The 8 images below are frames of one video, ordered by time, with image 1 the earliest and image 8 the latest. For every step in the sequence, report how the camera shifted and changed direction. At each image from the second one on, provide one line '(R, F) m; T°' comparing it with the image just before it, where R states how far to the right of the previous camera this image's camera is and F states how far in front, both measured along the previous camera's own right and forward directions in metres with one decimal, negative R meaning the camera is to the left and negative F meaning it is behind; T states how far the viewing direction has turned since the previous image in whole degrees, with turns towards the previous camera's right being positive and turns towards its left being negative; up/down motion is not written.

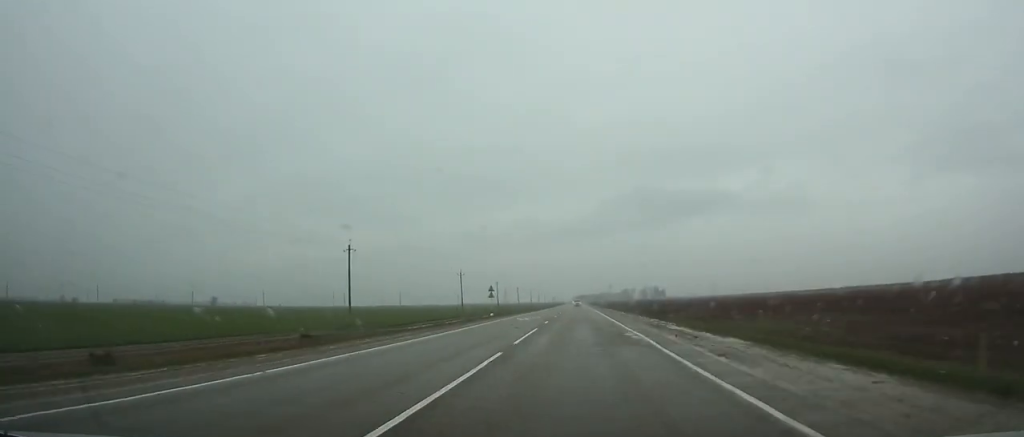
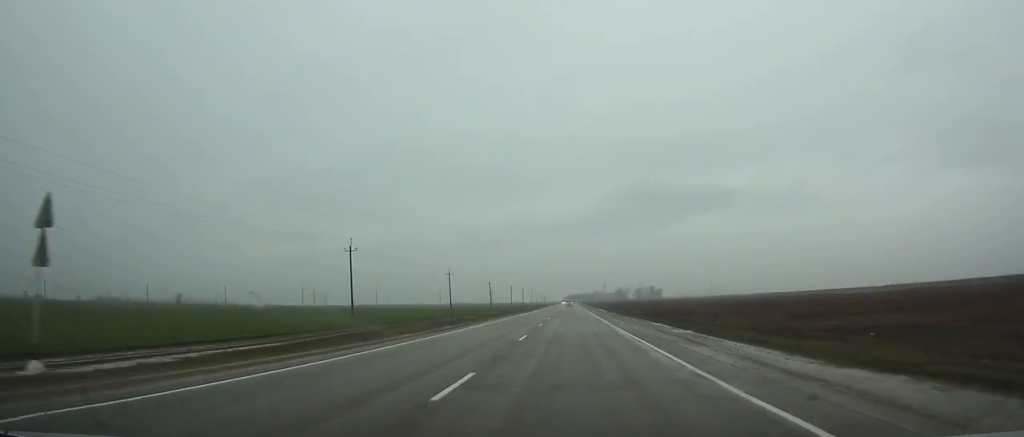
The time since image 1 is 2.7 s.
(0.0, +60.8) m; 0°
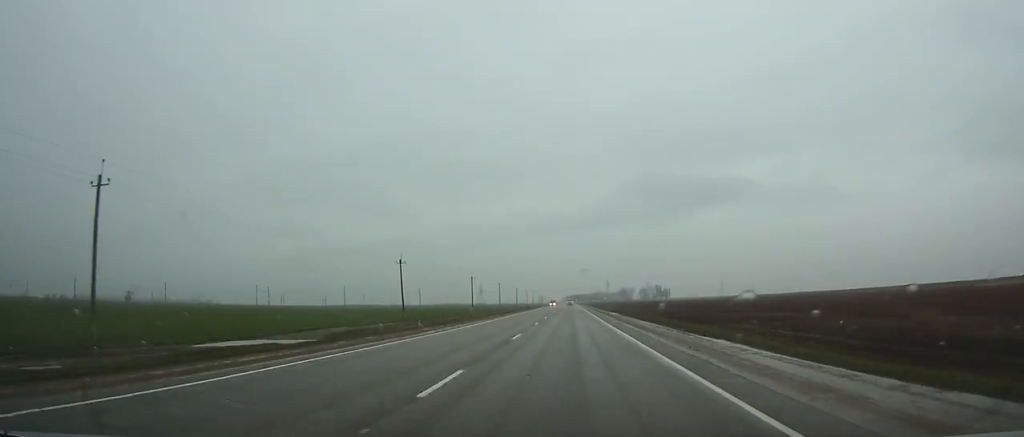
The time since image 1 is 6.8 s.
(+0.2, +95.6) m; 0°
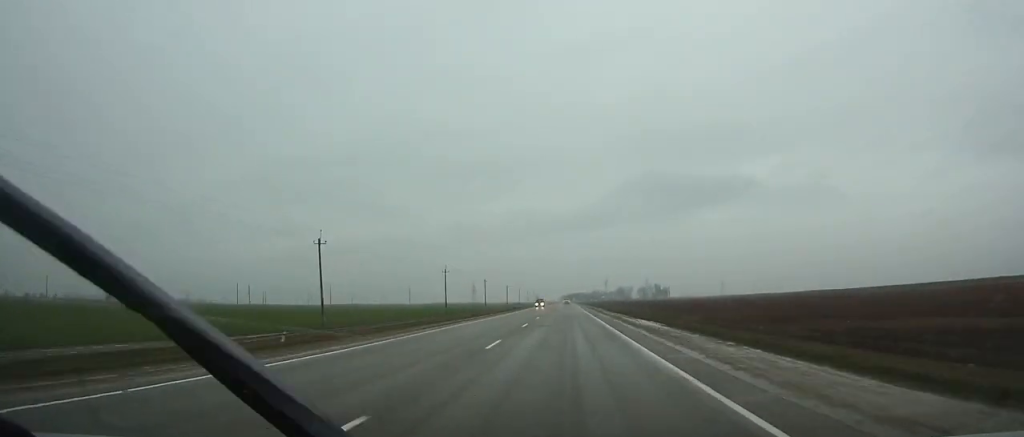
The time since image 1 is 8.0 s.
(+0.1, +28.5) m; 0°
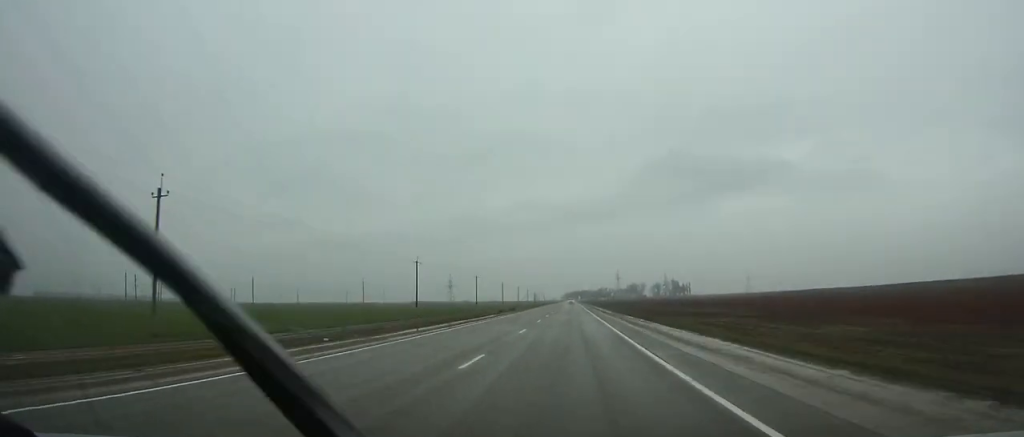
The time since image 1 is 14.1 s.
(-0.4, +148.1) m; 0°
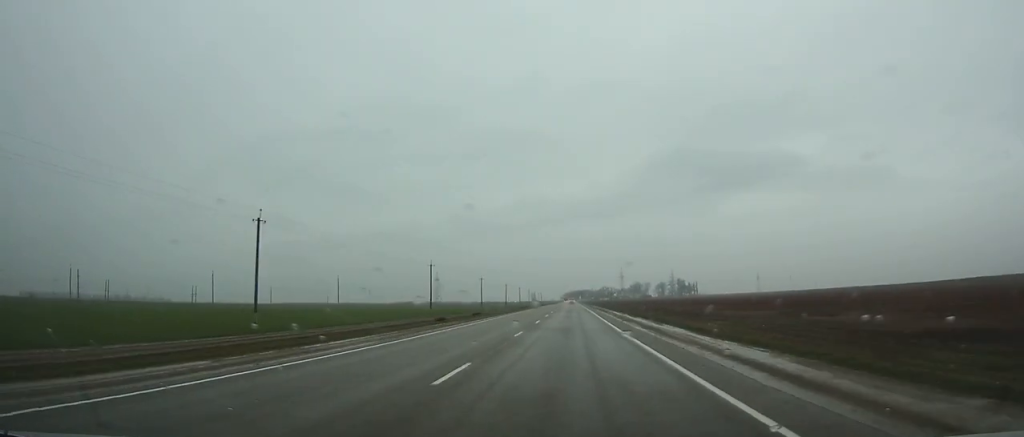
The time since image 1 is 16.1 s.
(0.0, +48.9) m; 0°
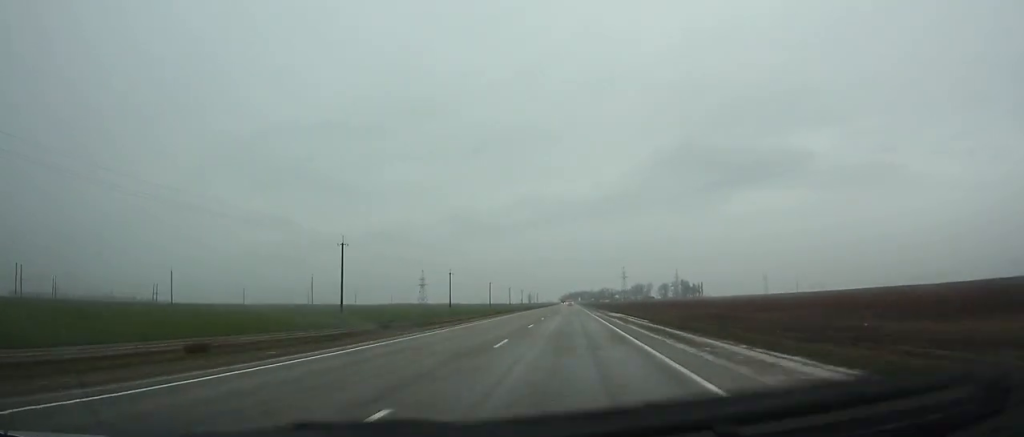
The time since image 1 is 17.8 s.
(0.0, +41.5) m; 0°
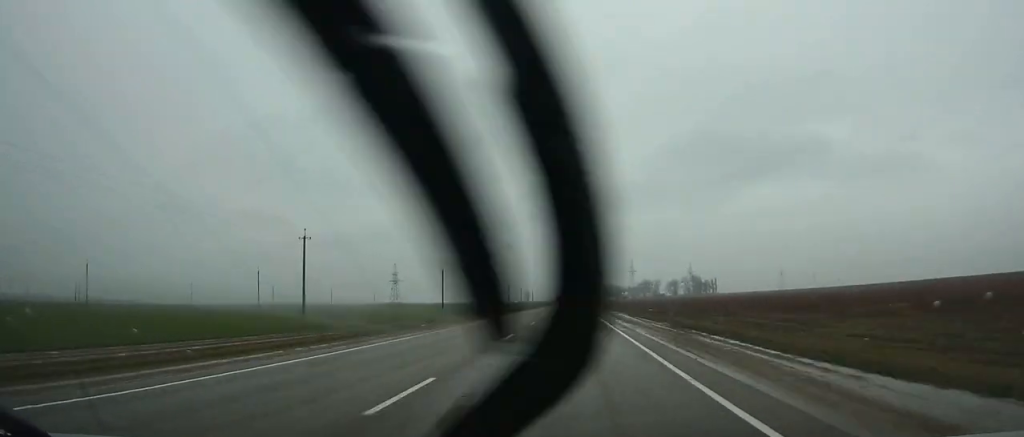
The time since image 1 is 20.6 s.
(+0.1, +68.0) m; 0°
